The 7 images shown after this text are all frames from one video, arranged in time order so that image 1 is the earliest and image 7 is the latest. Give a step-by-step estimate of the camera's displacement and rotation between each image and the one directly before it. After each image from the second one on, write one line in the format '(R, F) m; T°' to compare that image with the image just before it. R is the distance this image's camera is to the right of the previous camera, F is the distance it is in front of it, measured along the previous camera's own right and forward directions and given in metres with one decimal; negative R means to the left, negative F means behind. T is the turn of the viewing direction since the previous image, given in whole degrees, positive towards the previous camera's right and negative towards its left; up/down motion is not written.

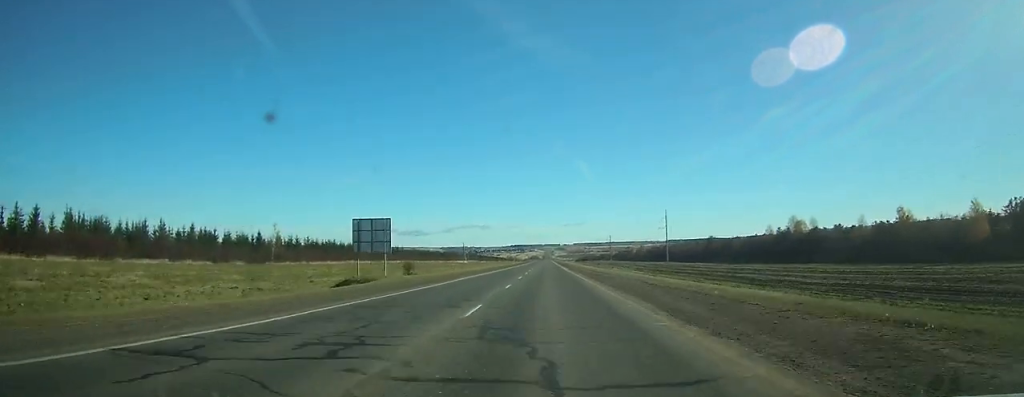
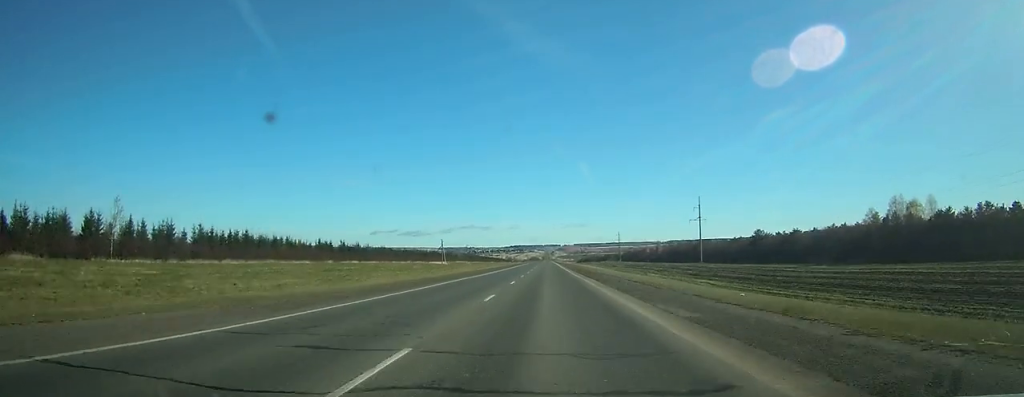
(0.0, +55.5) m; 0°
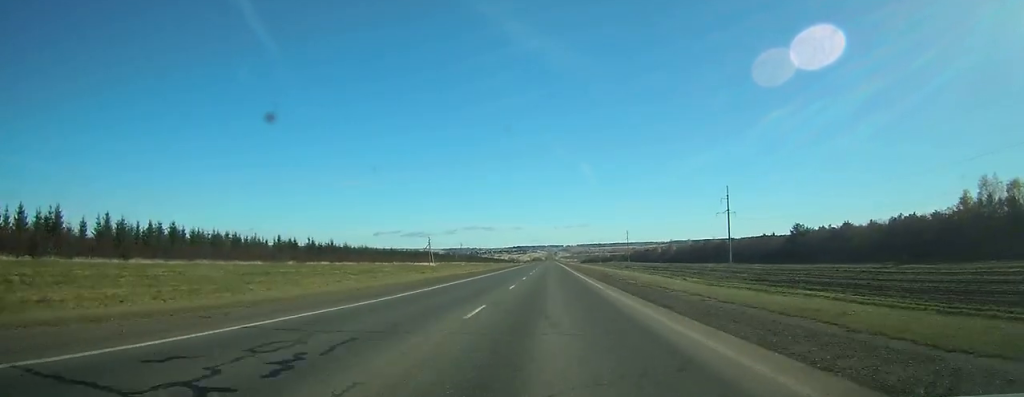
(0.0, +29.9) m; 0°
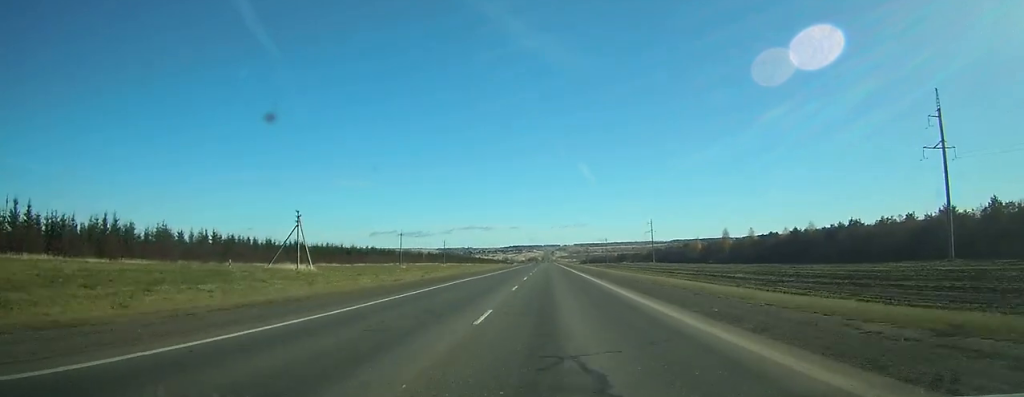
(+0.1, +100.7) m; 0°
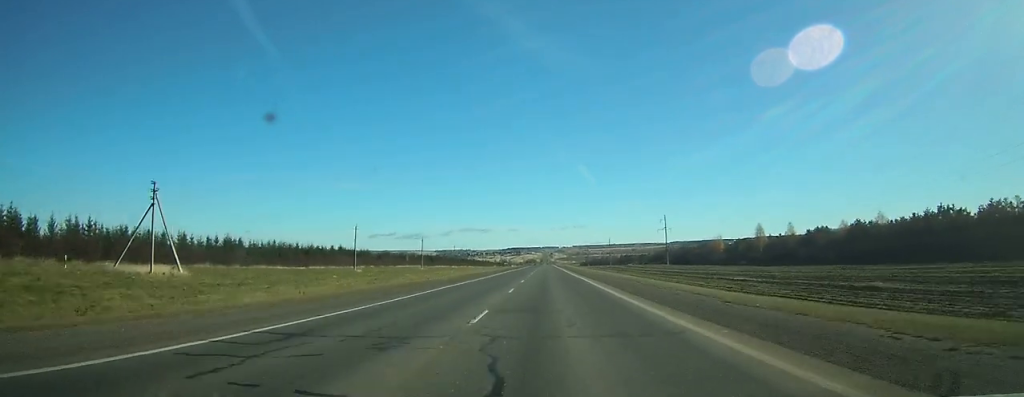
(+0.1, +35.1) m; 0°
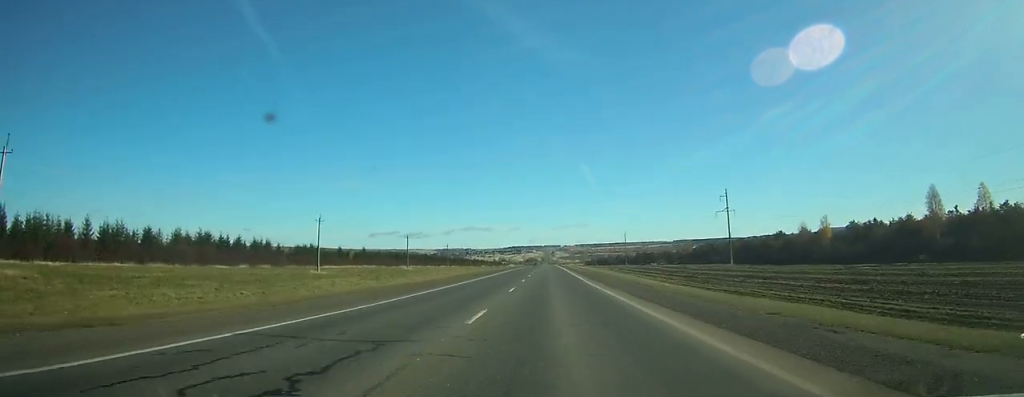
(-0.1, +80.2) m; 0°
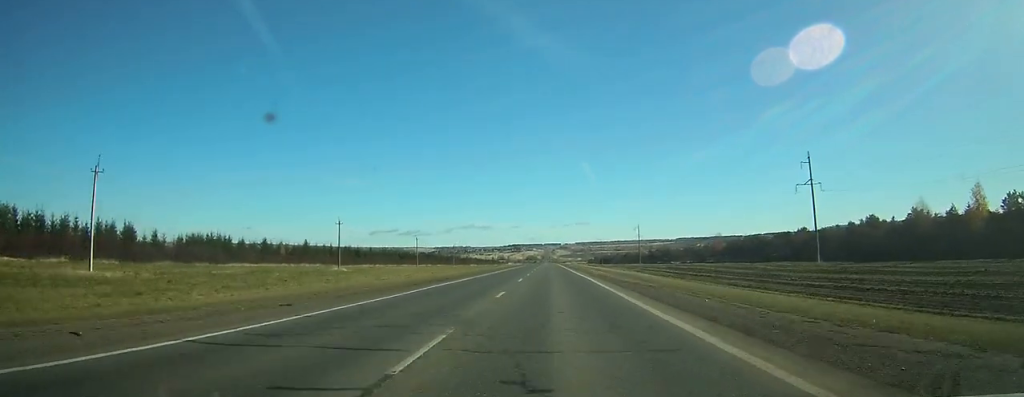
(-0.1, +53.8) m; 0°
